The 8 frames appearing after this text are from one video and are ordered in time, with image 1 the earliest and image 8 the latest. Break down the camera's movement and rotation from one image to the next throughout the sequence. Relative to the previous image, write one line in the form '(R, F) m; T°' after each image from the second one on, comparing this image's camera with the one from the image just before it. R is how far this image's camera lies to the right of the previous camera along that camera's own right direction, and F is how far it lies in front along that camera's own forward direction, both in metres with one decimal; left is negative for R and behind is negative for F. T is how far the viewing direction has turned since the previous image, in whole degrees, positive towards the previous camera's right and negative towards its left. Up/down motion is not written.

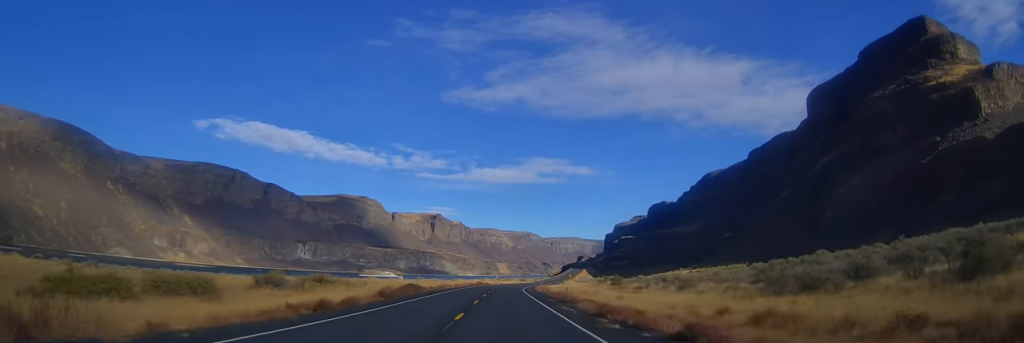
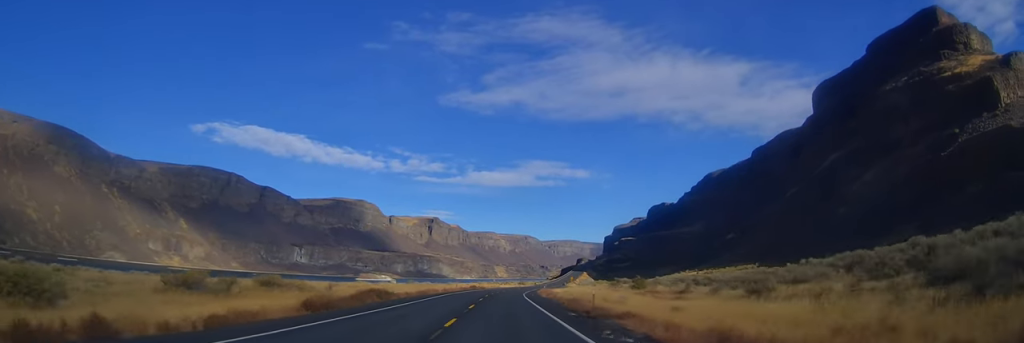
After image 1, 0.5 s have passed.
(-0.2, +13.7) m; 0°
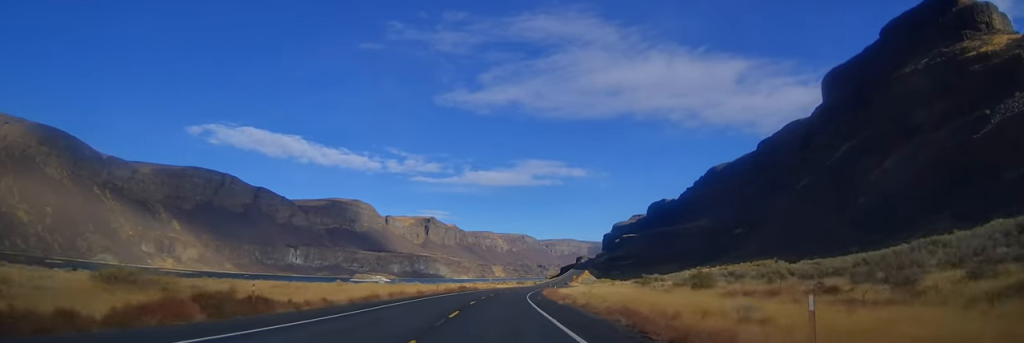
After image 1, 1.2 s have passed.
(+0.2, +20.5) m; +1°
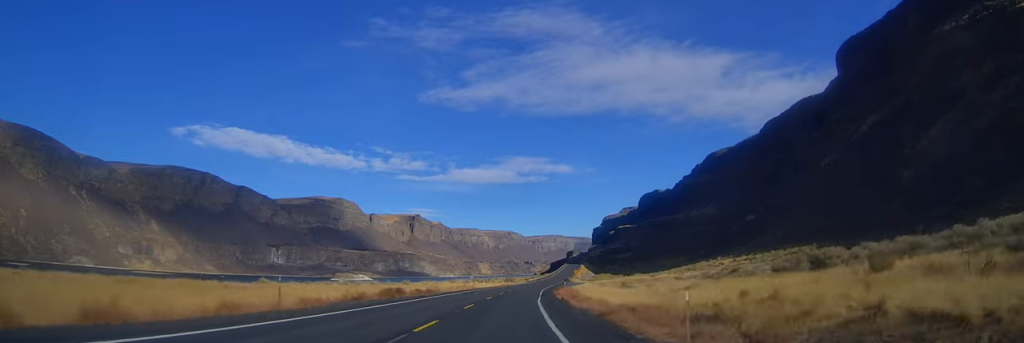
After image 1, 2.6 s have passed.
(+1.1, +43.0) m; +1°
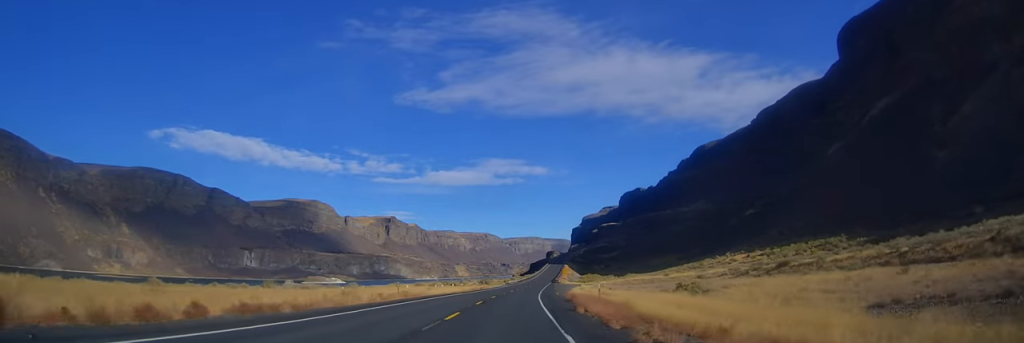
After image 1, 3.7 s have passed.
(-0.7, +32.2) m; 0°
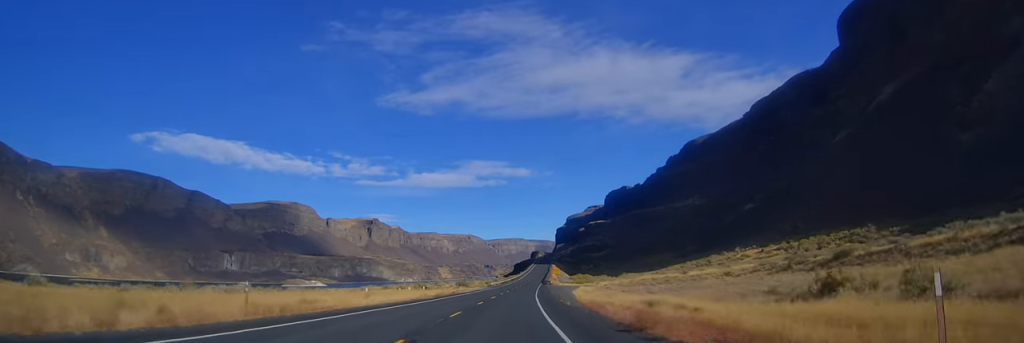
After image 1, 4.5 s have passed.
(+0.2, +22.5) m; +2°
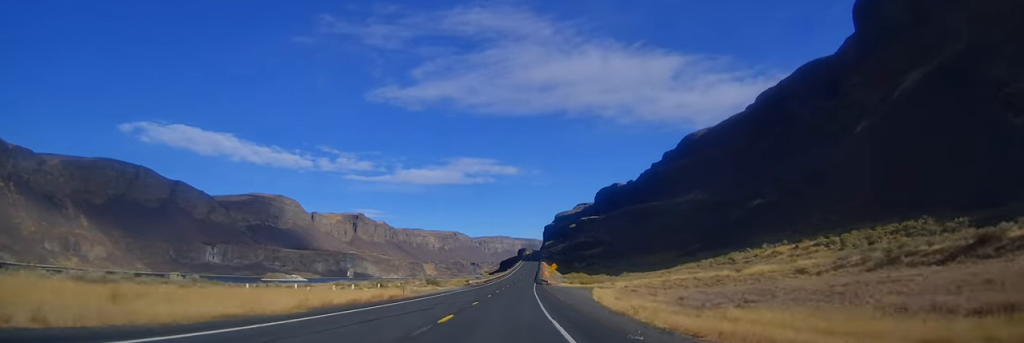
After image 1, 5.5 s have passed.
(+0.7, +28.4) m; +1°
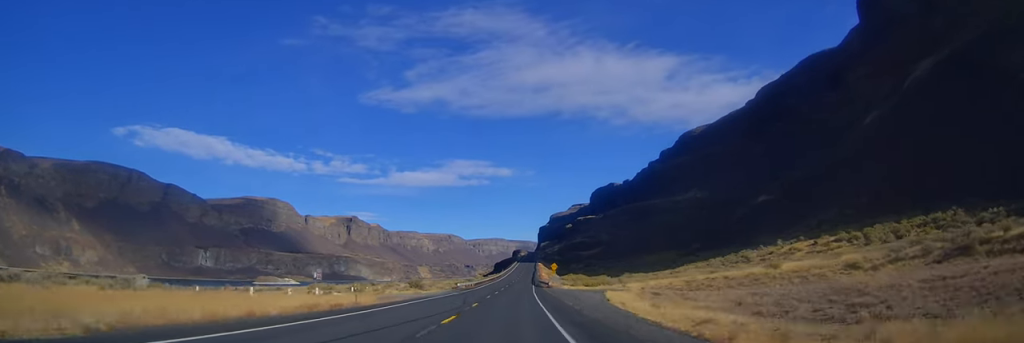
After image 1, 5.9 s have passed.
(0.0, +11.7) m; +1°
